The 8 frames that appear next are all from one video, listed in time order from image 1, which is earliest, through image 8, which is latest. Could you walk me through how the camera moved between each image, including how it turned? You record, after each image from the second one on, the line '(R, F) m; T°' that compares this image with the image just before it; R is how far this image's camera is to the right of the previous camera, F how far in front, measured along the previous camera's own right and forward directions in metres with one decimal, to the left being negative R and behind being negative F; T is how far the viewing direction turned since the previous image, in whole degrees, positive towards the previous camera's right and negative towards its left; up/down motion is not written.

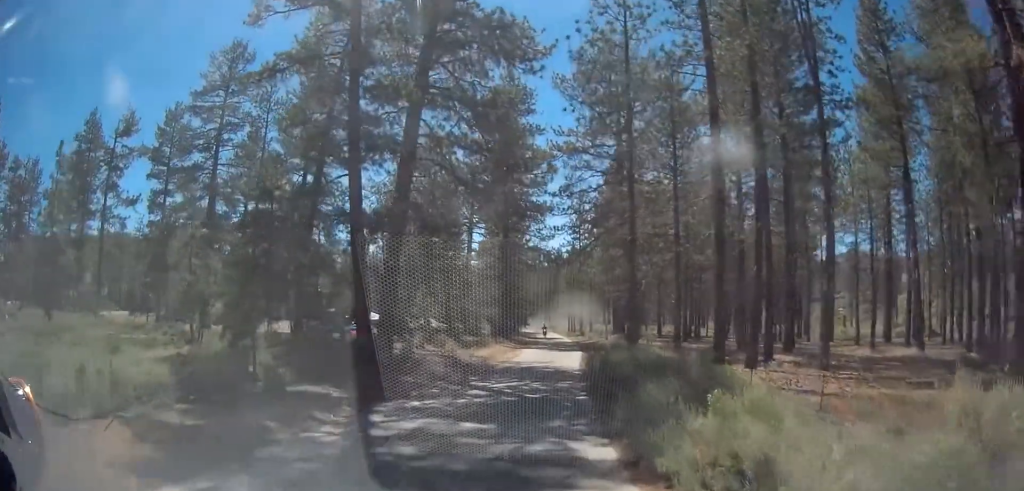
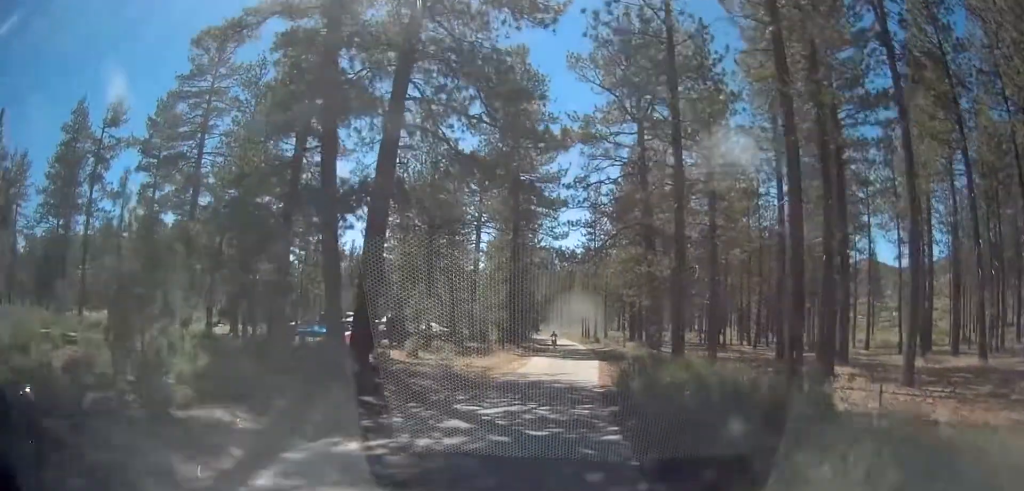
(0.0, +5.6) m; +1°
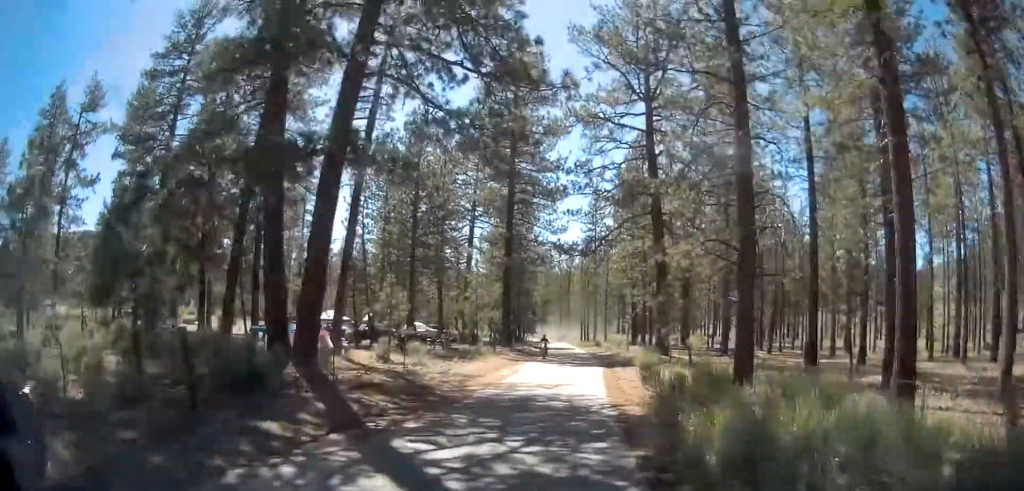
(+0.1, +5.0) m; 0°
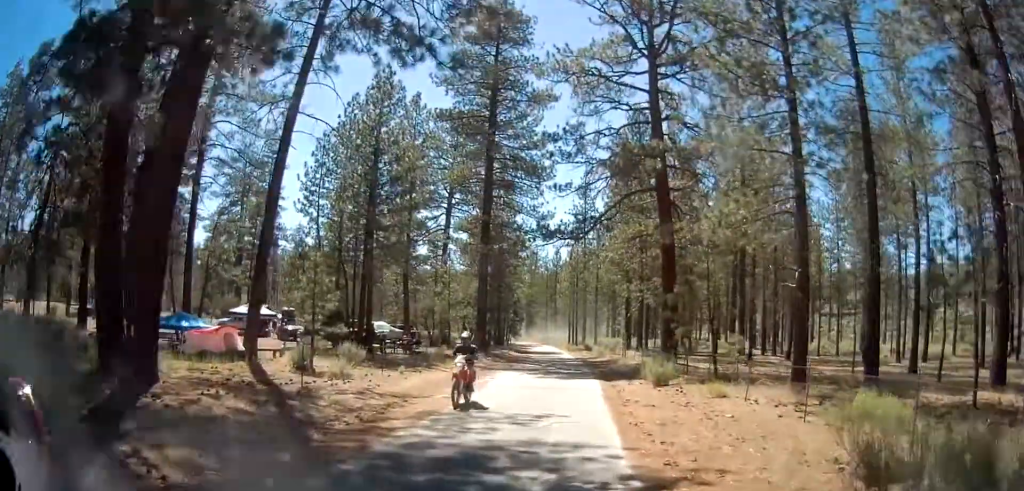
(-0.1, +8.0) m; -1°
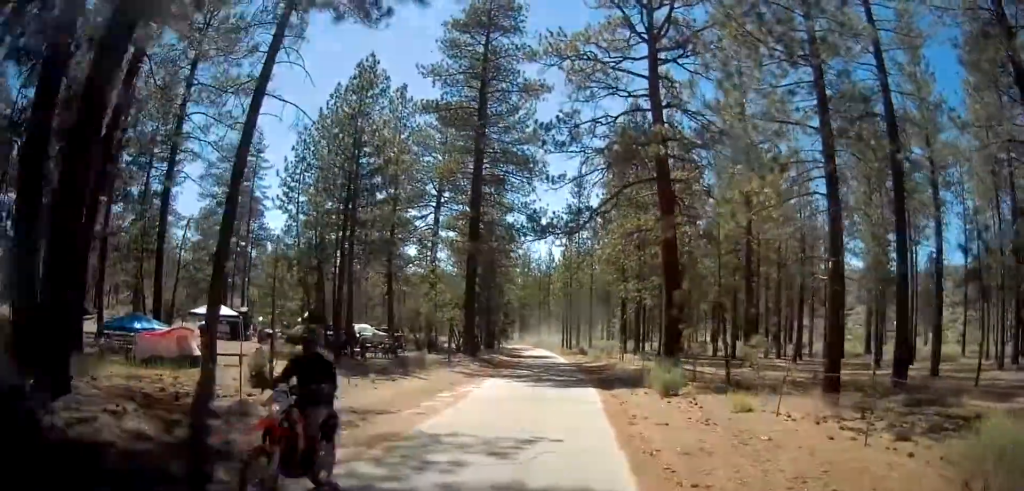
(0.0, +2.8) m; 0°
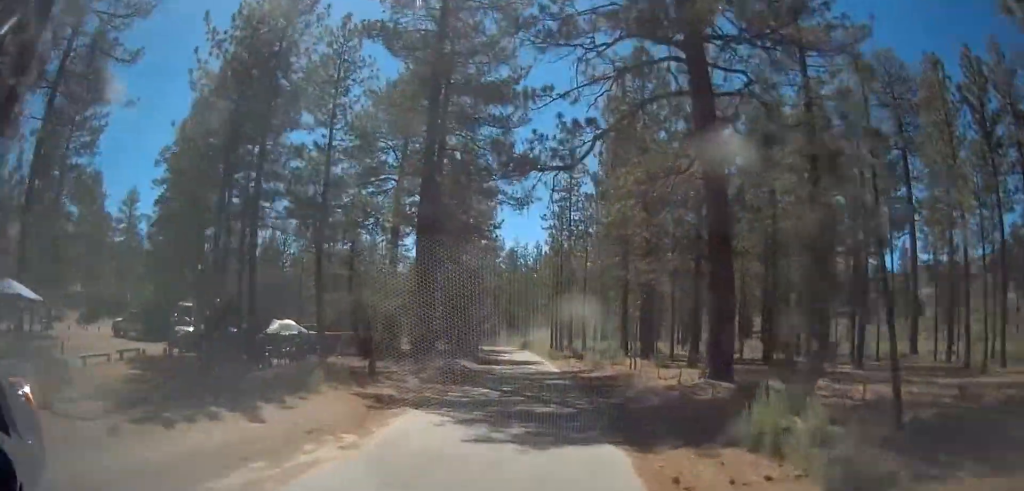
(+0.7, +12.2) m; +5°
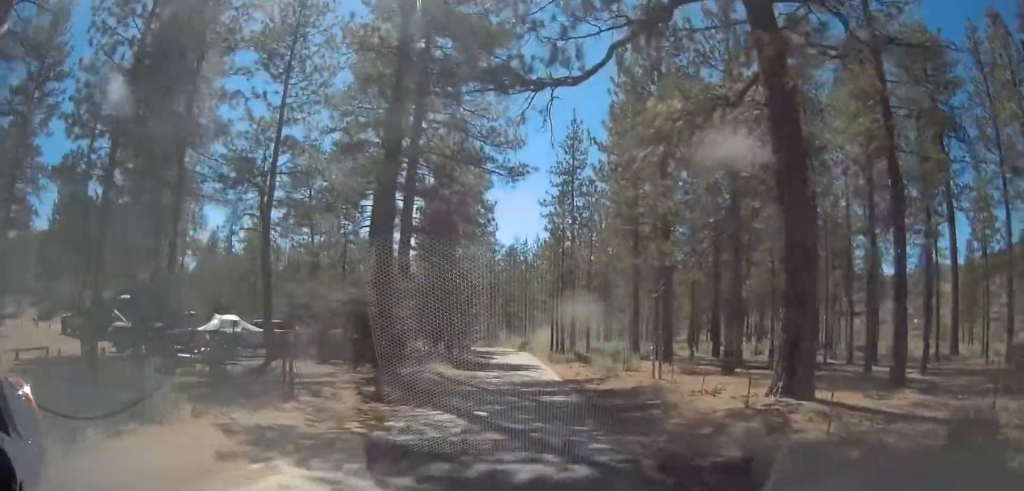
(-0.1, +7.0) m; -3°
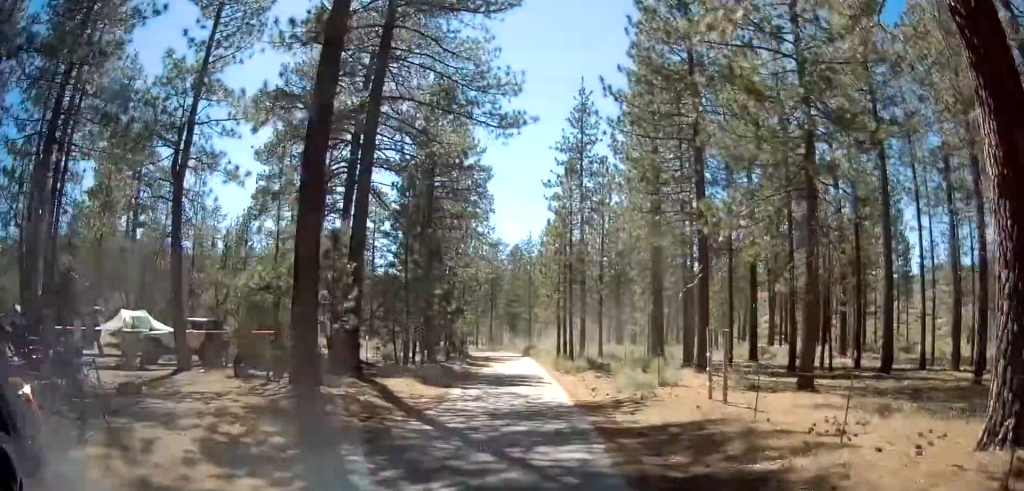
(-0.2, +8.2) m; +1°
